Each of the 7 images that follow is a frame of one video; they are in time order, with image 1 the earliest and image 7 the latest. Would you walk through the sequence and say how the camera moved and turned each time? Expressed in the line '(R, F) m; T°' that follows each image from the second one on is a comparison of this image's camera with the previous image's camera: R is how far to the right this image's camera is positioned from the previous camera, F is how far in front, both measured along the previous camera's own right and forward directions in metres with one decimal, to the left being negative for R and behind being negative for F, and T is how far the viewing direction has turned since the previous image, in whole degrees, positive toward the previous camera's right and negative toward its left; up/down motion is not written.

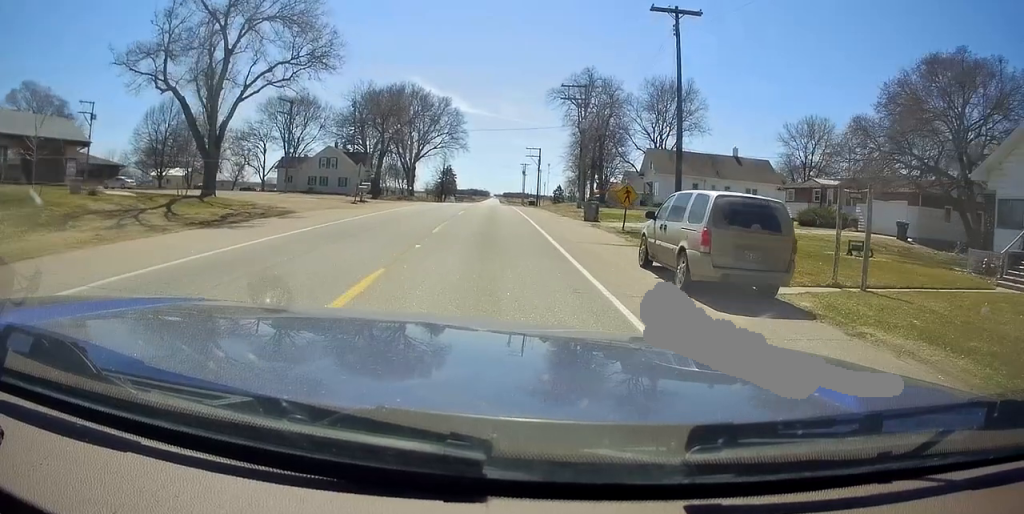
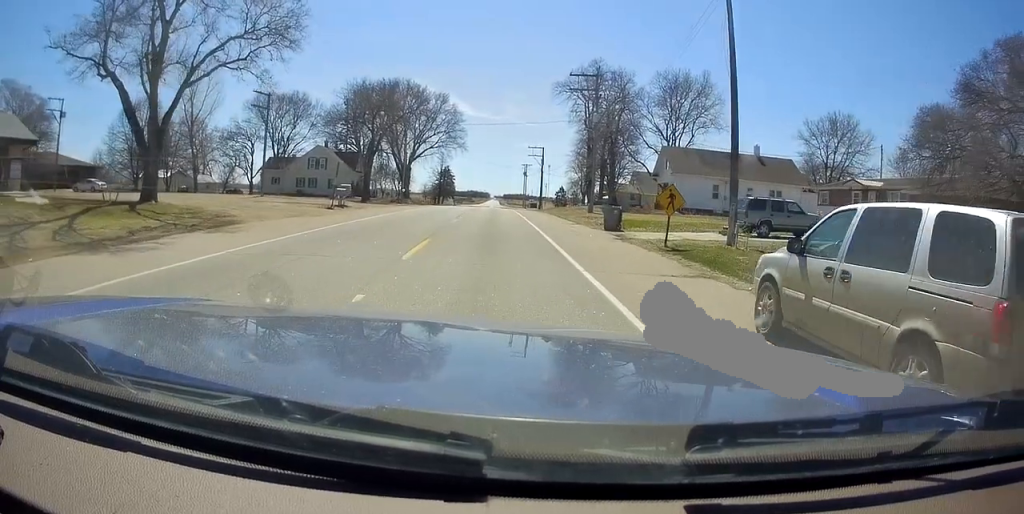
(0.0, +6.1) m; +3°
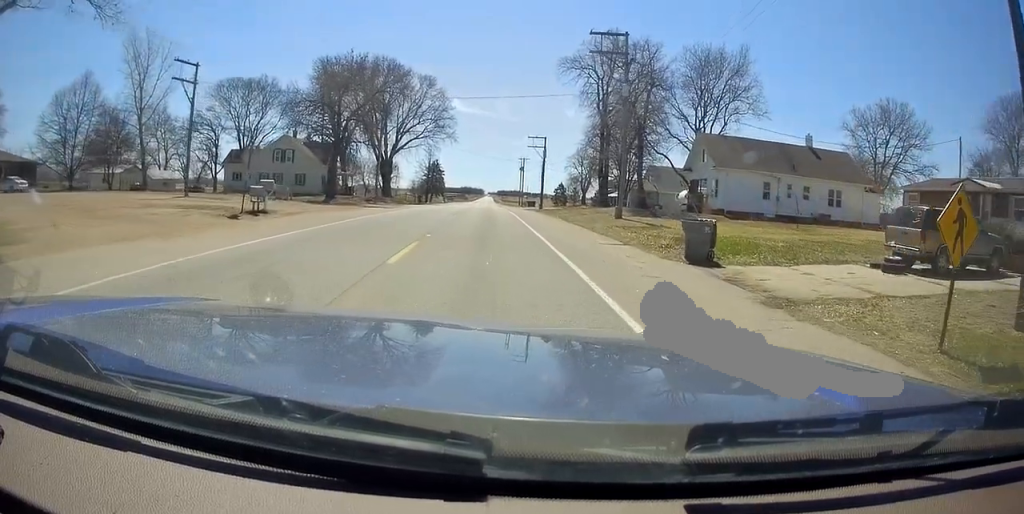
(+0.3, +12.6) m; -3°
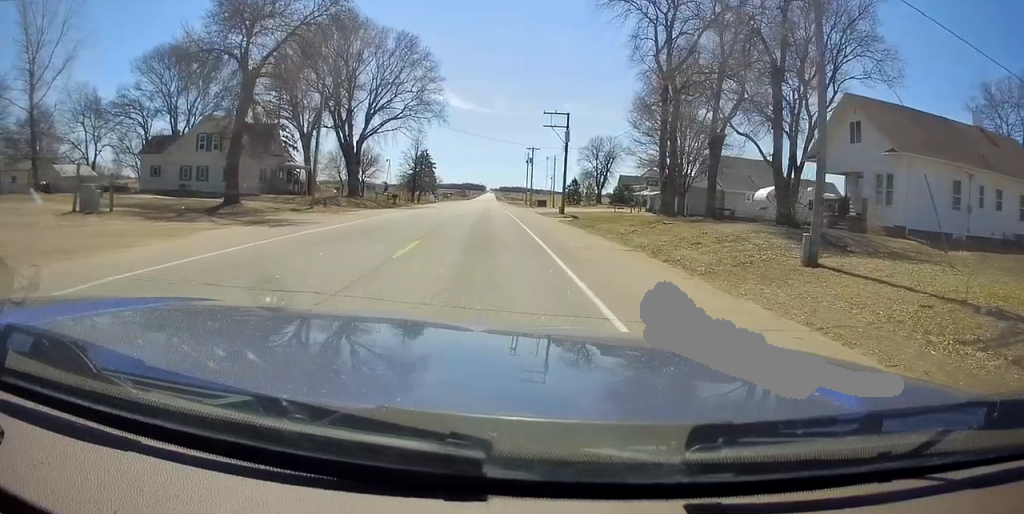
(-0.9, +22.5) m; -2°
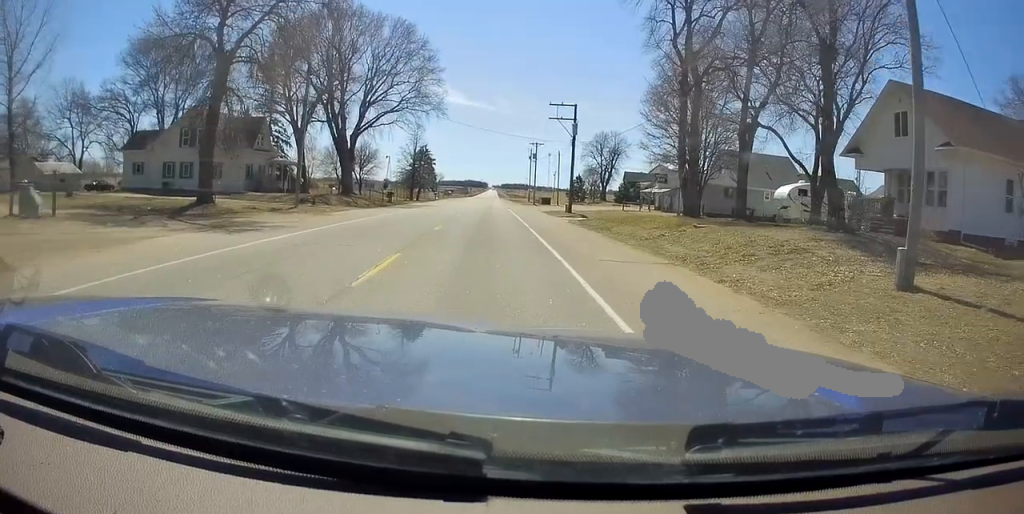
(0.0, +3.7) m; 0°
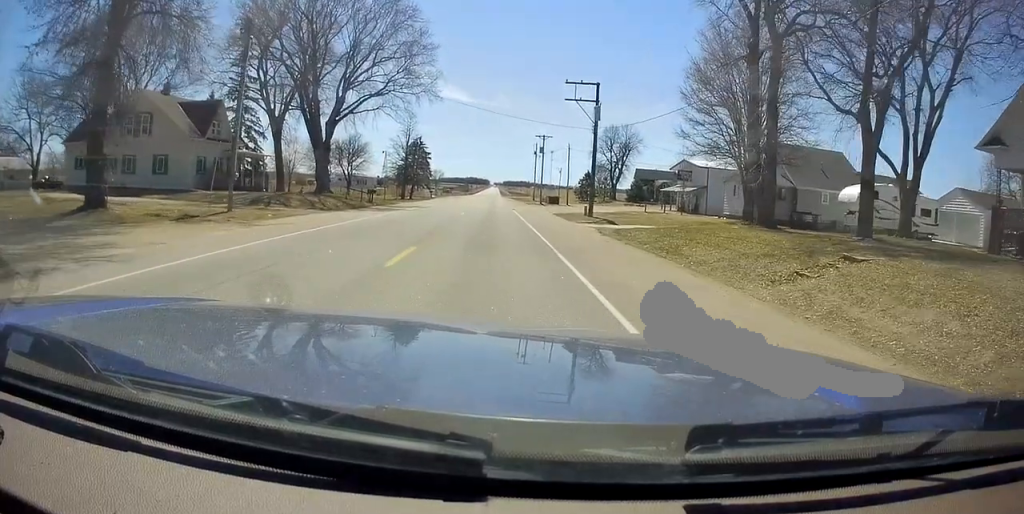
(0.0, +9.9) m; 0°
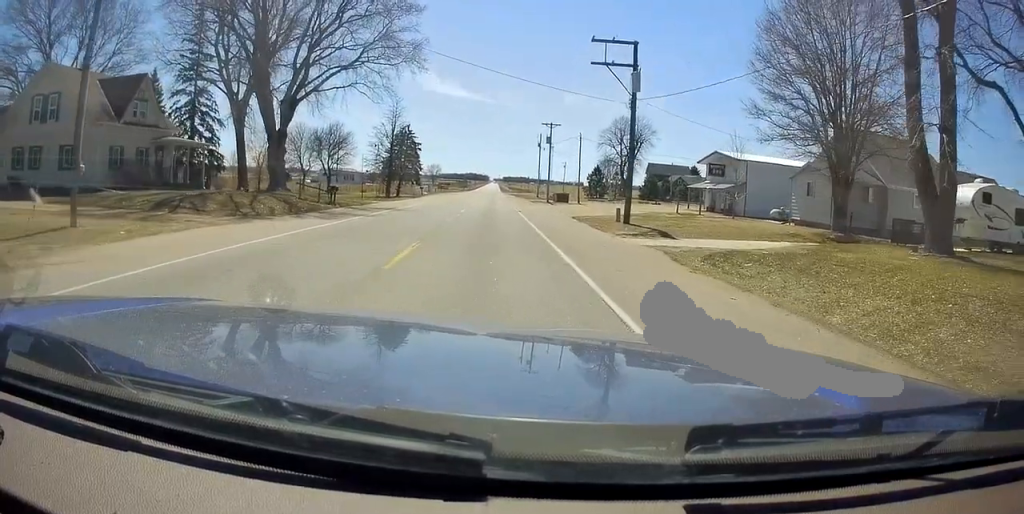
(0.0, +11.3) m; 0°
